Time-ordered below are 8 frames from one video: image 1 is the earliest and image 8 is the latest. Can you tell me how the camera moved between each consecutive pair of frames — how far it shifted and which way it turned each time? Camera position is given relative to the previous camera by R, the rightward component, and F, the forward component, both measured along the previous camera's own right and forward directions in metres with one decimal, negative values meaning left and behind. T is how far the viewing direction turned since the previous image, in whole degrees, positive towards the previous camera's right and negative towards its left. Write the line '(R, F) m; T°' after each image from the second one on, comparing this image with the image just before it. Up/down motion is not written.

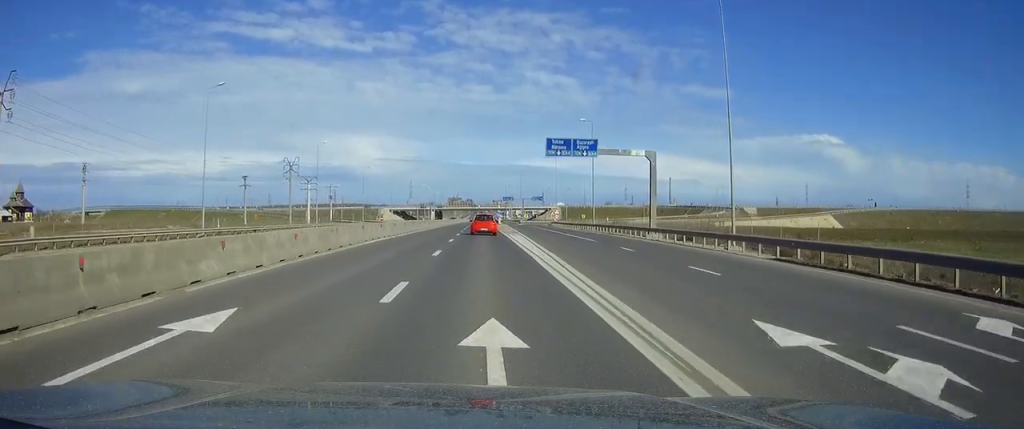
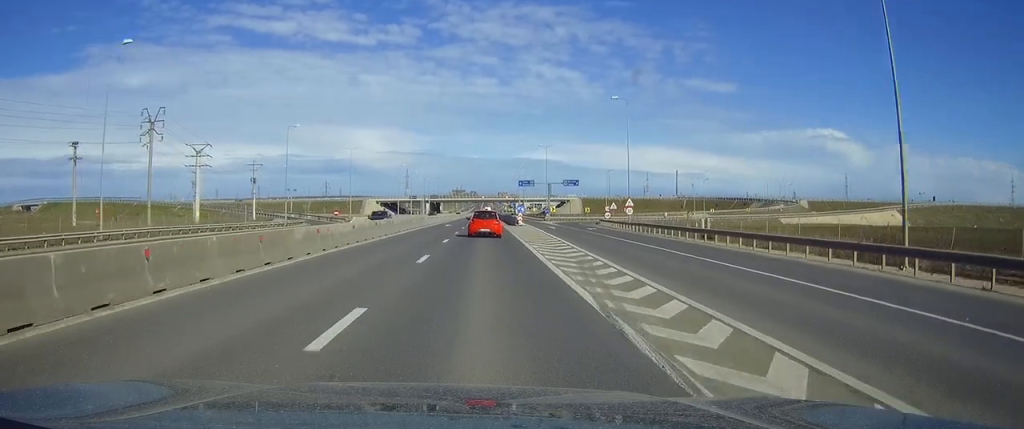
(-0.3, +64.0) m; -1°
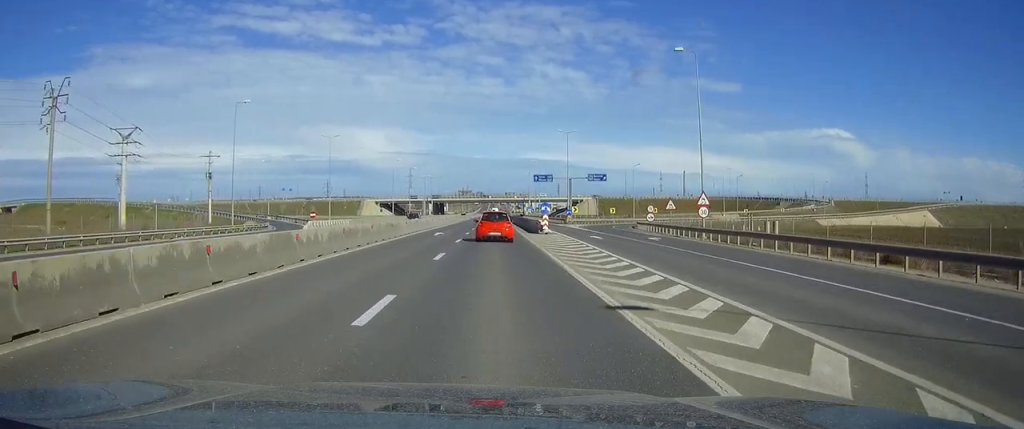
(-0.1, +22.3) m; 0°
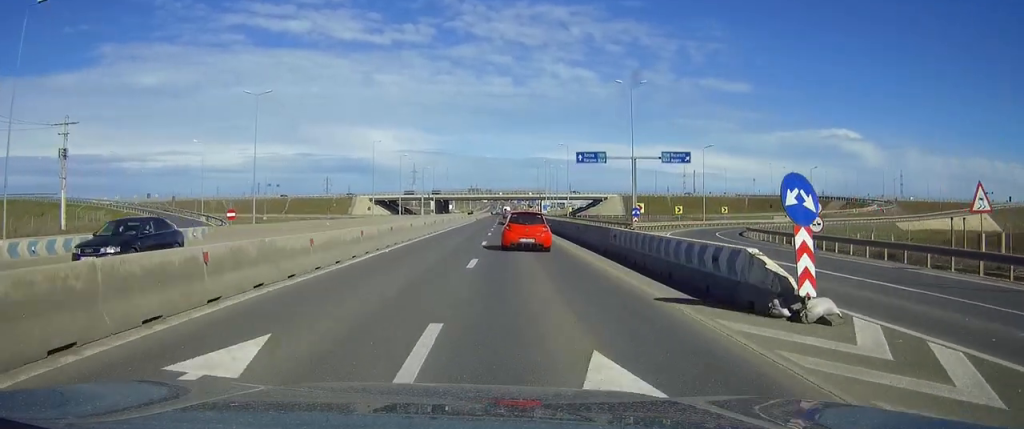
(-0.1, +37.7) m; 0°
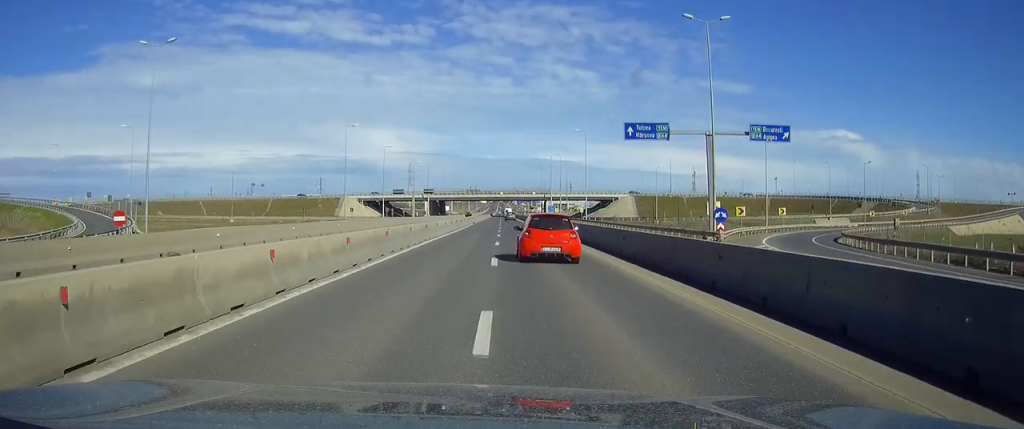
(-0.1, +22.6) m; 0°
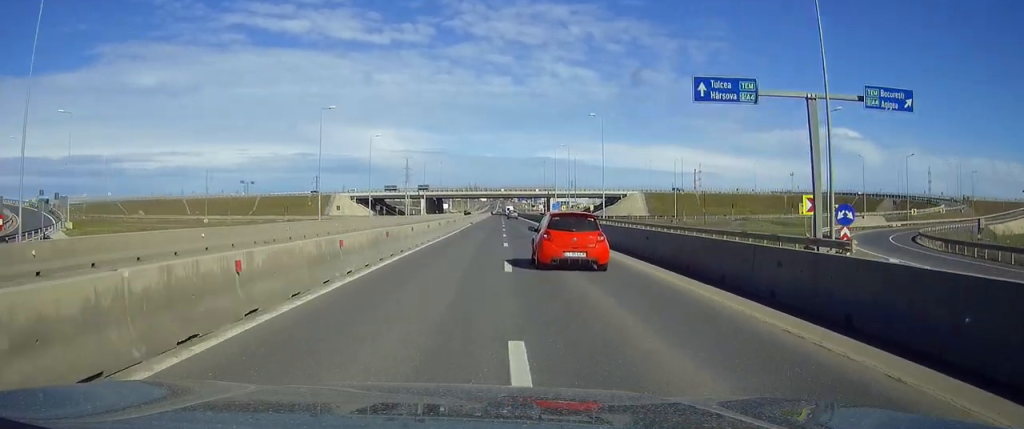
(0.0, +14.4) m; 0°
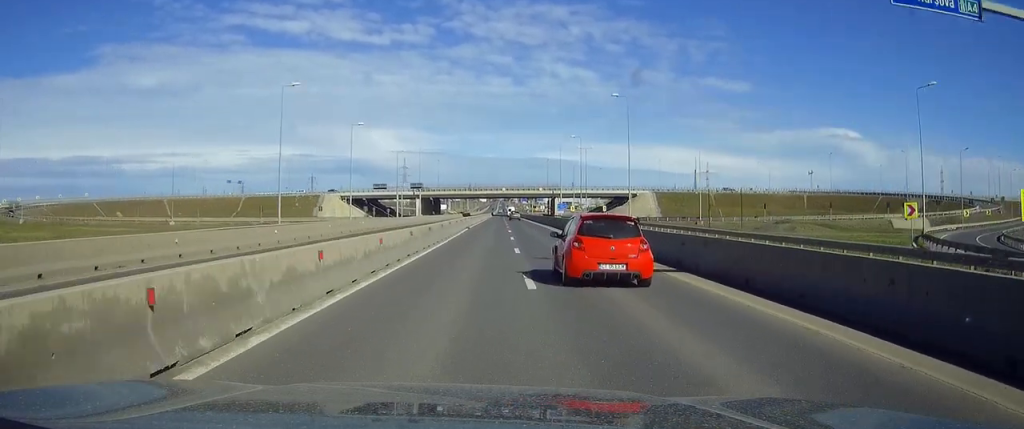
(0.0, +15.4) m; 0°
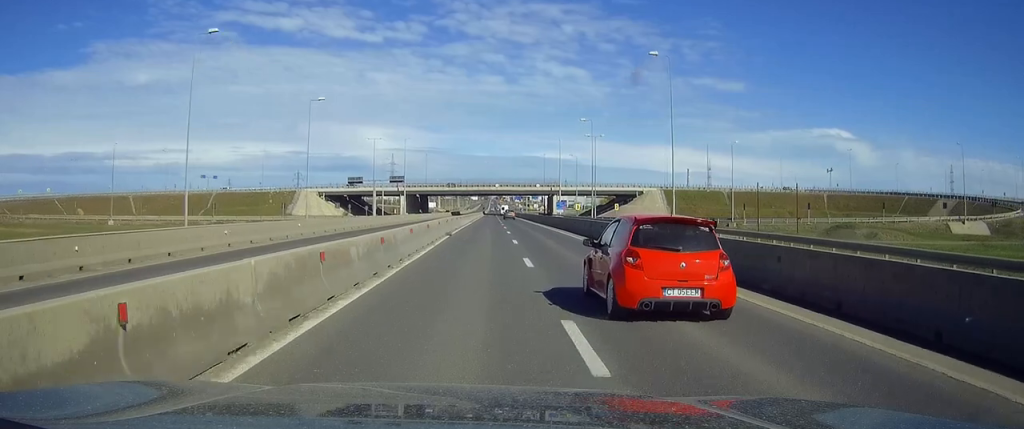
(0.0, +19.0) m; 0°
